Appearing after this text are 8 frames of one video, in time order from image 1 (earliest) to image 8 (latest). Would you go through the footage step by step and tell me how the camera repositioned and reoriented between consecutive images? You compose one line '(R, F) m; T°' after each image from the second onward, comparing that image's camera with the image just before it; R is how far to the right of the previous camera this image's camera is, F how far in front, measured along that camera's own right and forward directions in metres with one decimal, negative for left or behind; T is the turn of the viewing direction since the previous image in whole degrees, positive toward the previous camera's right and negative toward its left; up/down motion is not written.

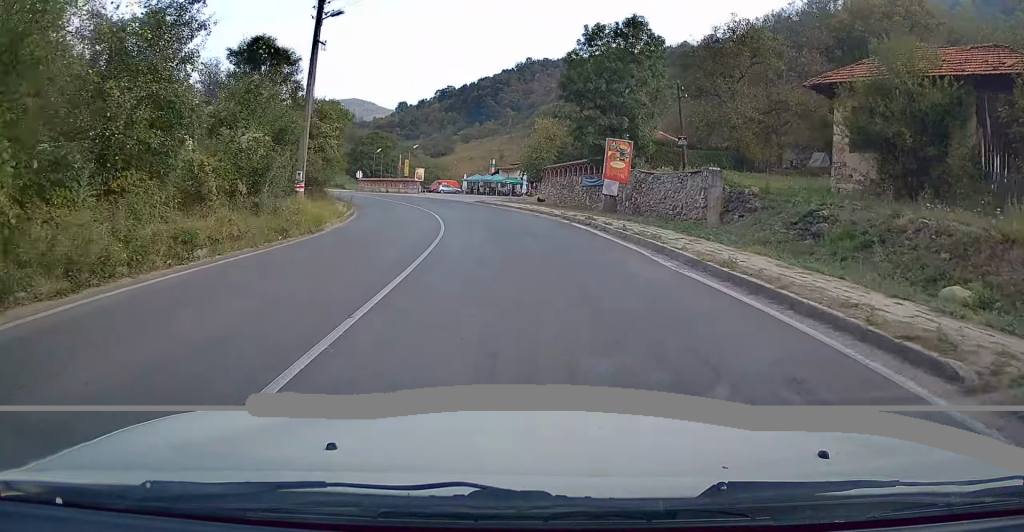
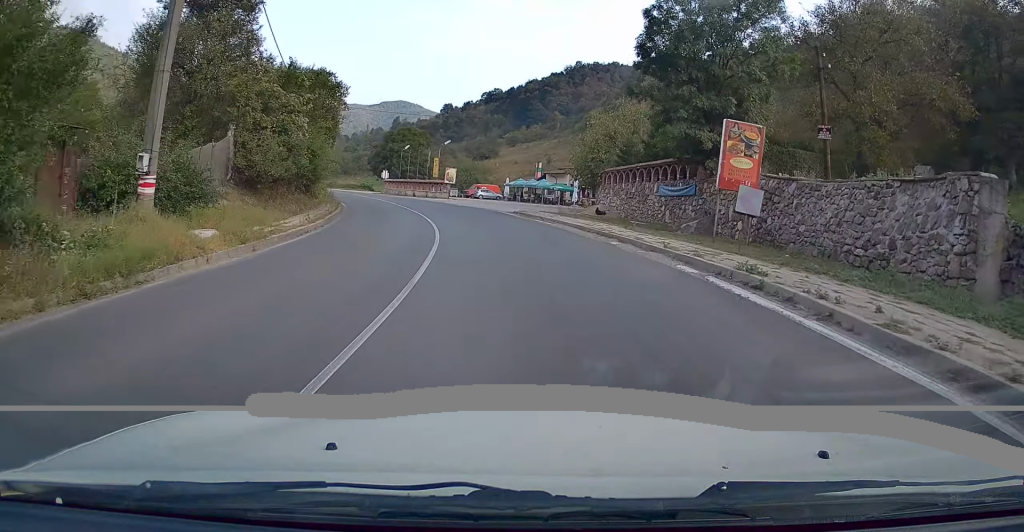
(-0.2, +12.0) m; -3°
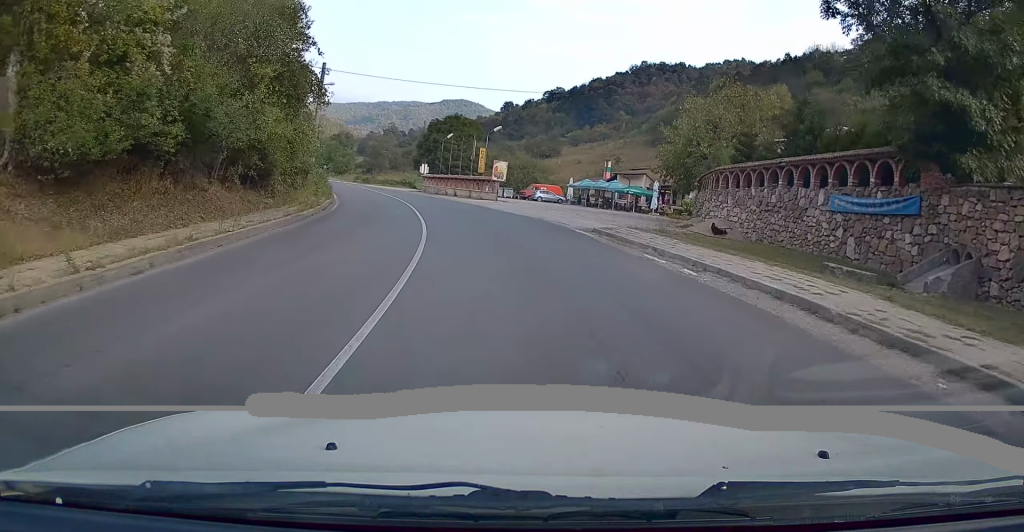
(-0.5, +13.8) m; -4°
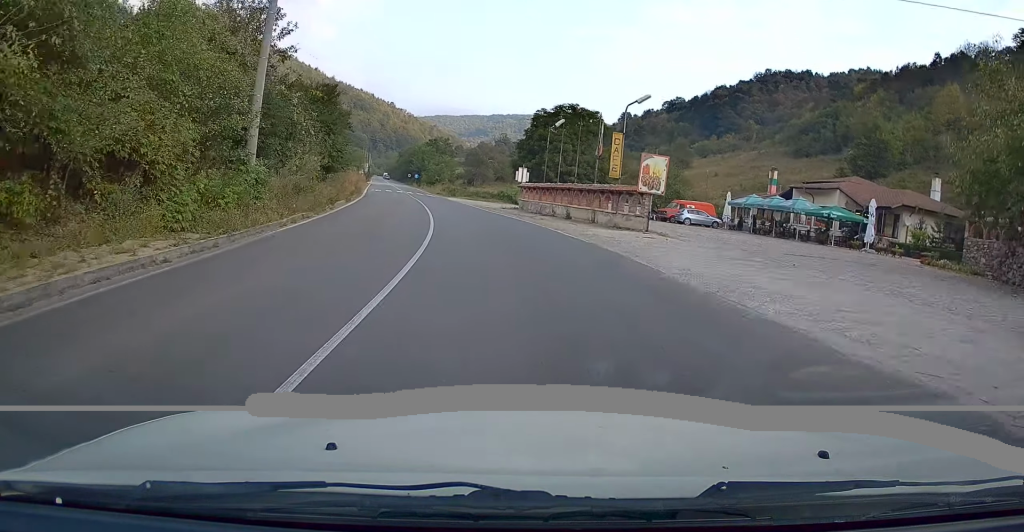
(-1.5, +22.0) m; -9°
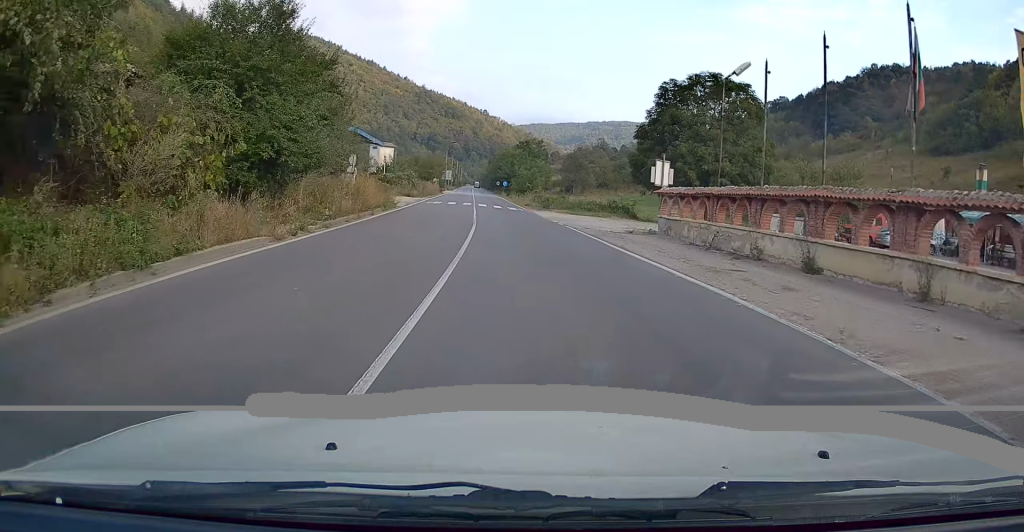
(-1.7, +19.0) m; -9°
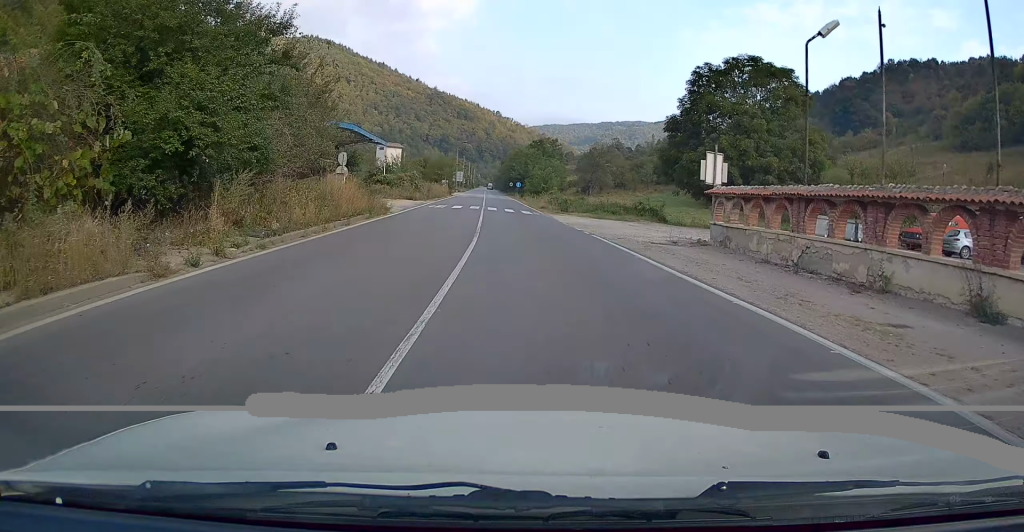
(-0.1, +5.2) m; -2°
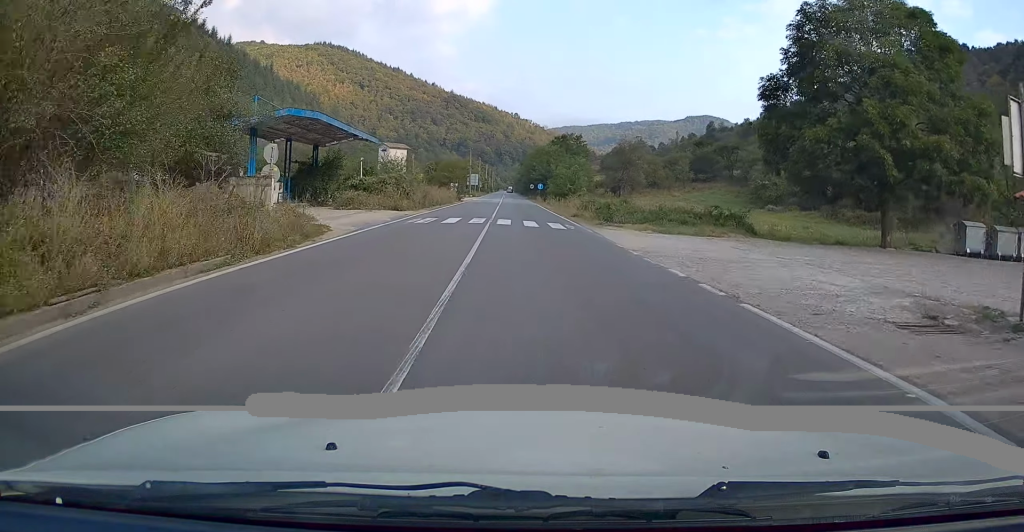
(-0.4, +12.8) m; -3°
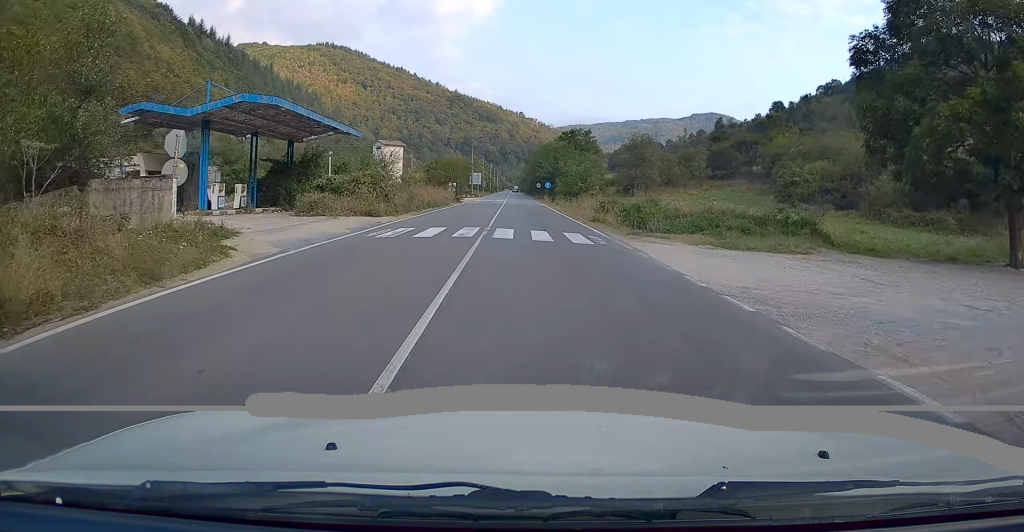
(-0.2, +7.1) m; -1°
